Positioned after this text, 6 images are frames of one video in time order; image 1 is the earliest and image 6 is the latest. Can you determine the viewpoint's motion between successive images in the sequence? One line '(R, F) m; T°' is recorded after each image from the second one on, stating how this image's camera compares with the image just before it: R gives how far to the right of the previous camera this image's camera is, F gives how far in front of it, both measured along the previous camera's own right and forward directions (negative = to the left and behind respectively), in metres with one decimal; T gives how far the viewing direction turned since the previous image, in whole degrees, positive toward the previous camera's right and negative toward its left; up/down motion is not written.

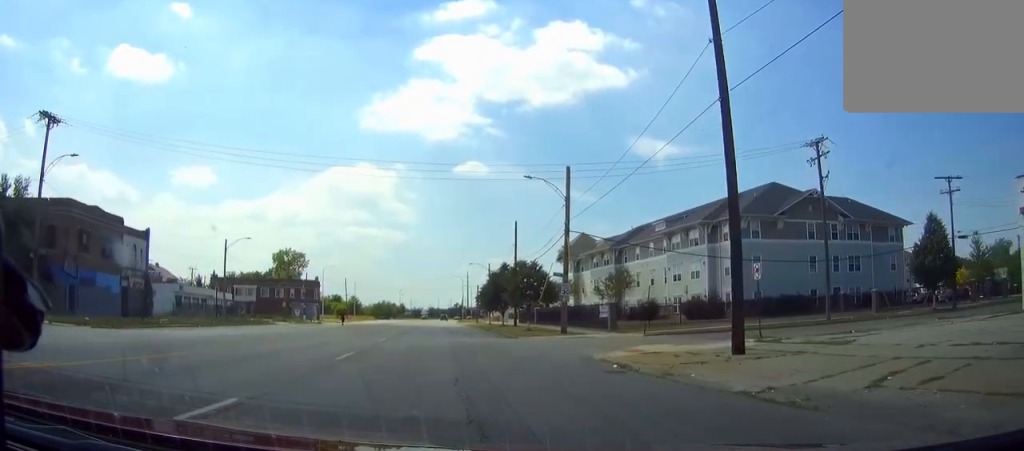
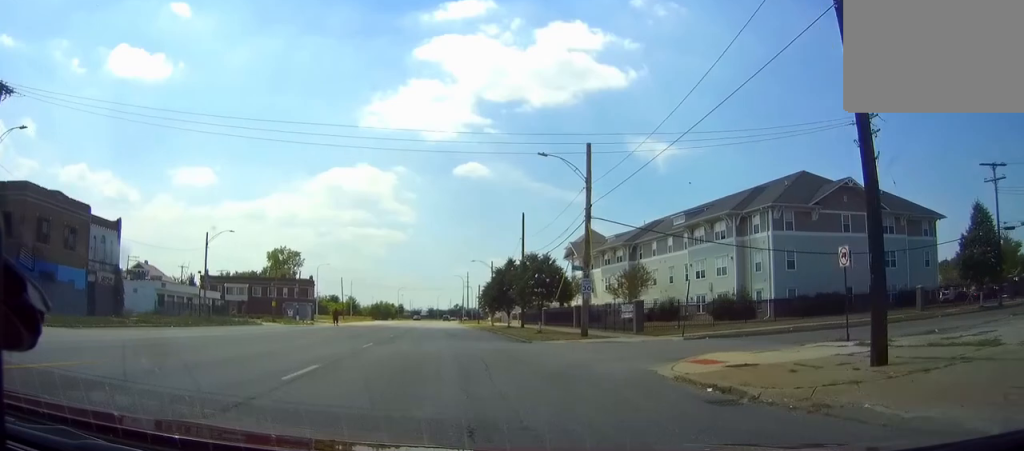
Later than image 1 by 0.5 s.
(0.0, +6.4) m; 0°
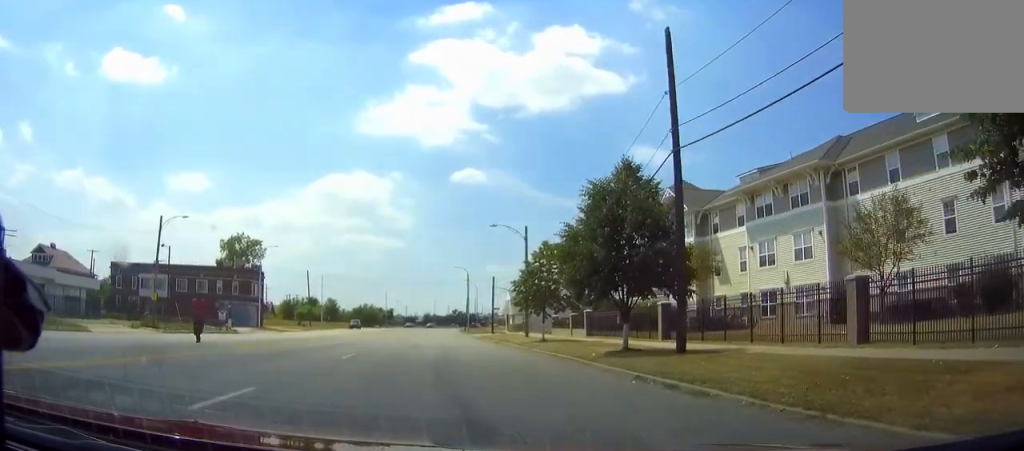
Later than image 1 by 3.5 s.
(+0.3, +41.4) m; +2°
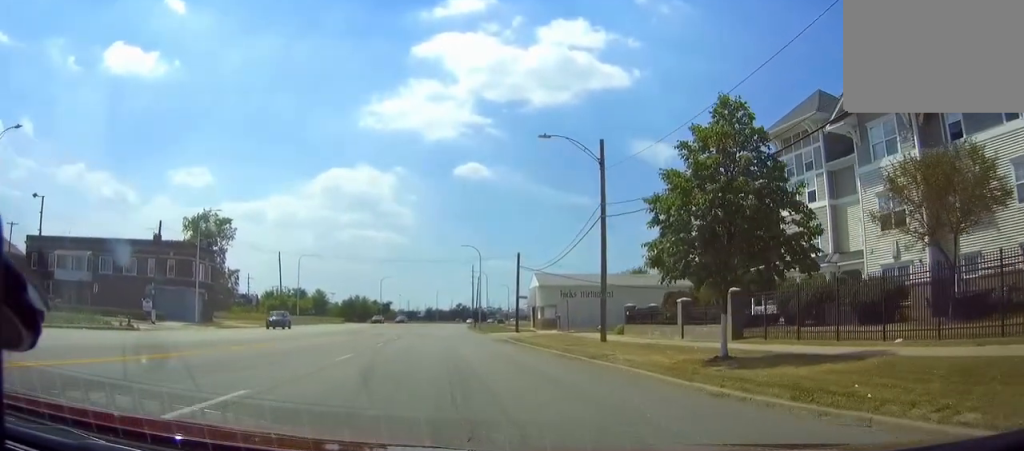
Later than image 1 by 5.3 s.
(+0.1, +26.0) m; +1°
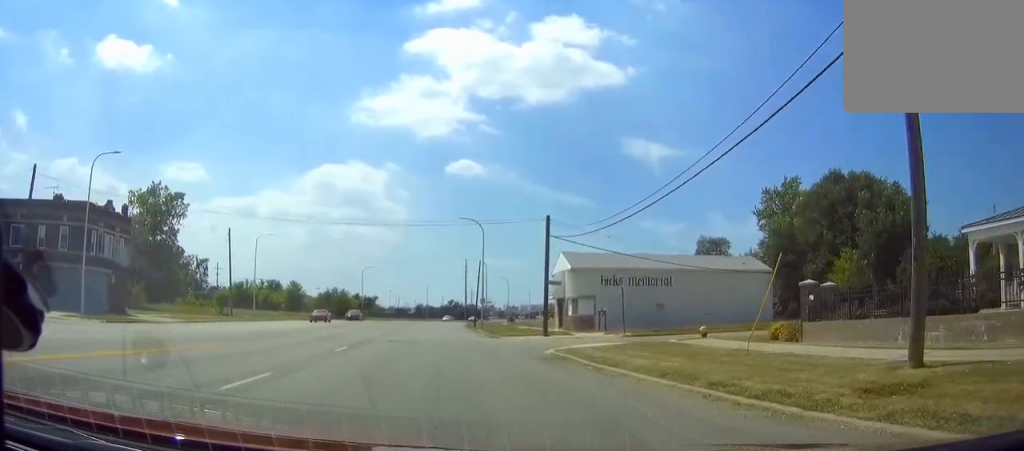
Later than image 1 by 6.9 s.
(+0.1, +22.4) m; 0°
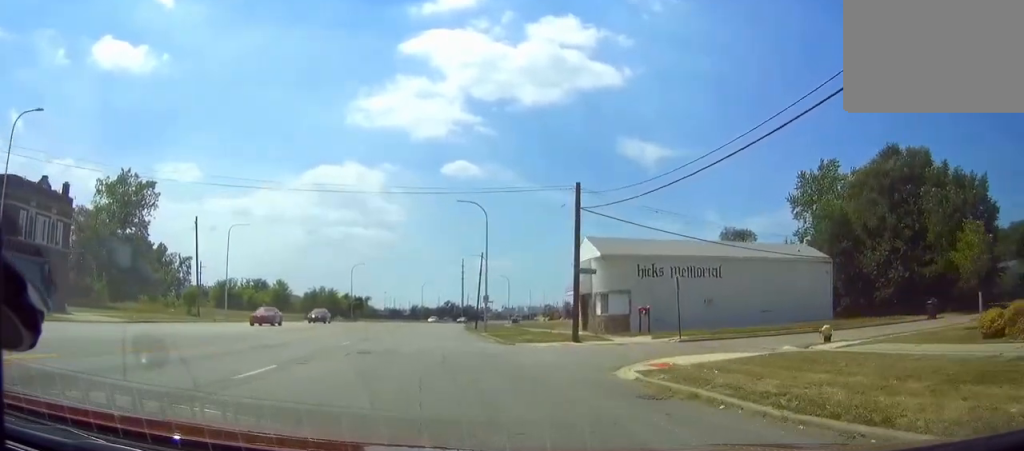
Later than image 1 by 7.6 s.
(0.0, +11.0) m; -1°
